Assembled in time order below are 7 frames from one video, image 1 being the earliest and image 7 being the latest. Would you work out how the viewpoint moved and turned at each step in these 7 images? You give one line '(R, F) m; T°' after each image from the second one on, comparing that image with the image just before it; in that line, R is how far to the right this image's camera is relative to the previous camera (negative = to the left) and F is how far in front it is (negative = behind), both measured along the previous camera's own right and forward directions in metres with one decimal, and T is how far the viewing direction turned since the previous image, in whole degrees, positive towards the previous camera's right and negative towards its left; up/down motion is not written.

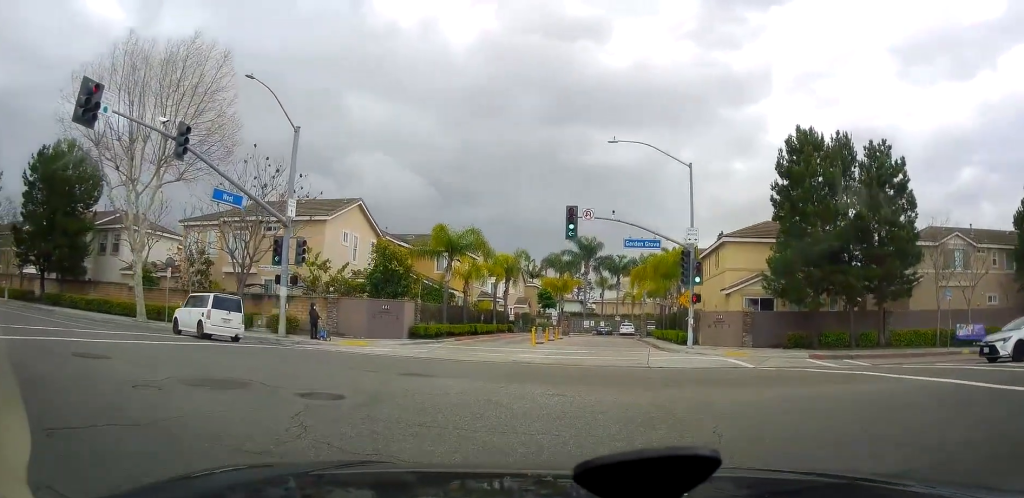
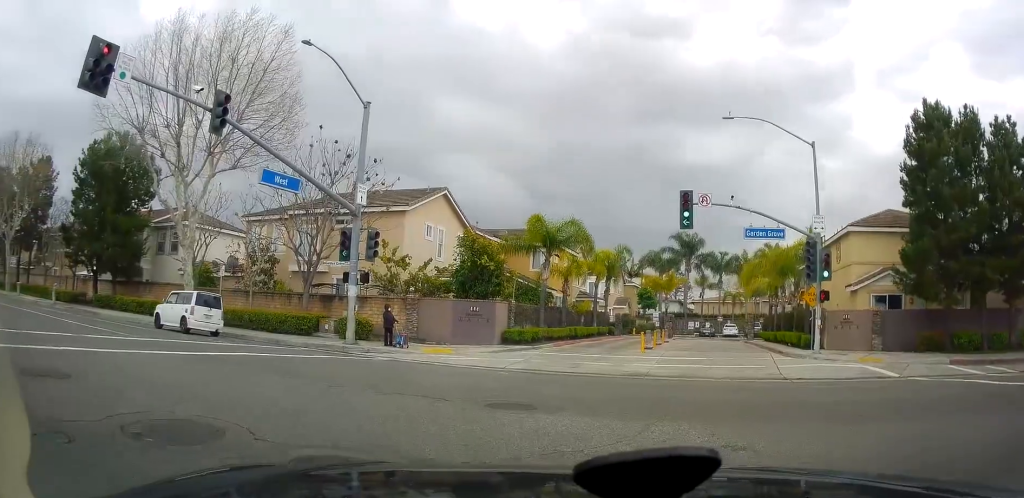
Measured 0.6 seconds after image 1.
(-0.2, +3.8) m; -9°
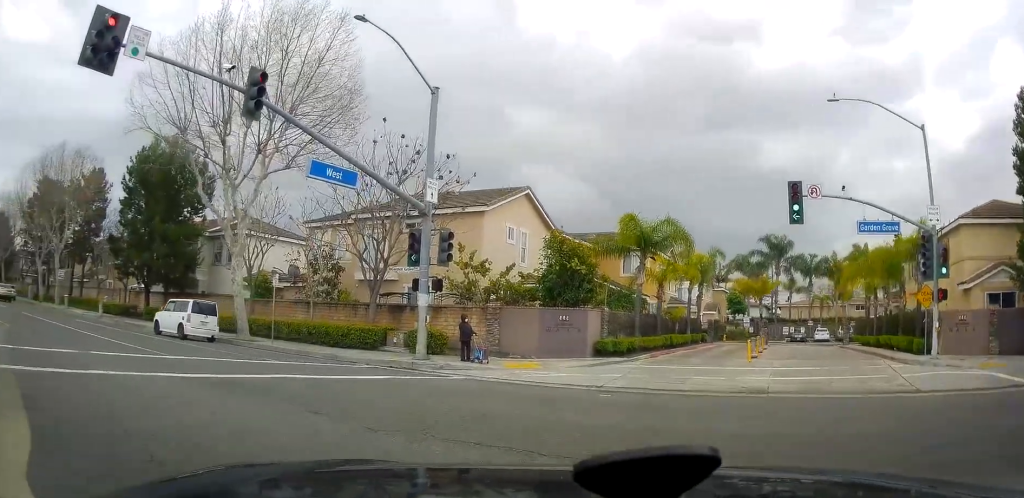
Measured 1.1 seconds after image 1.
(0.0, +2.9) m; -10°
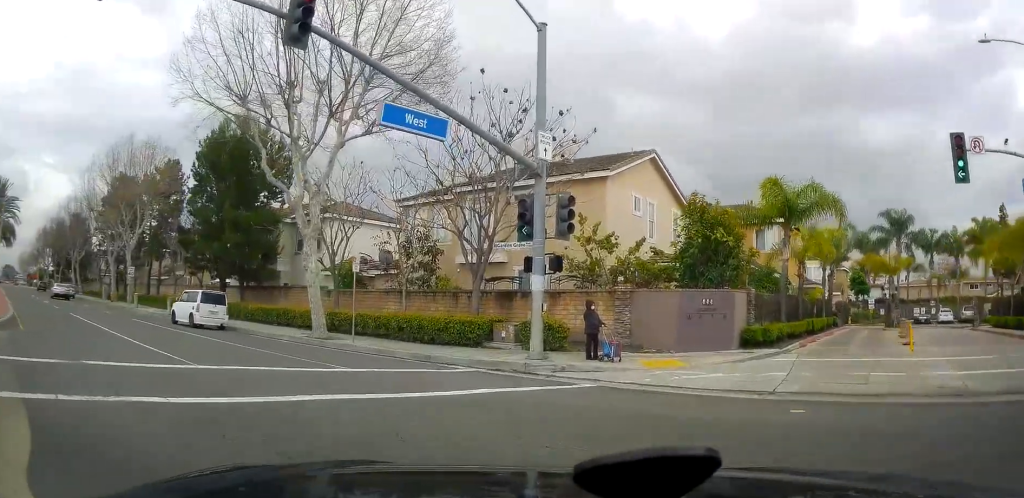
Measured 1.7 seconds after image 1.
(-0.6, +3.8) m; -10°
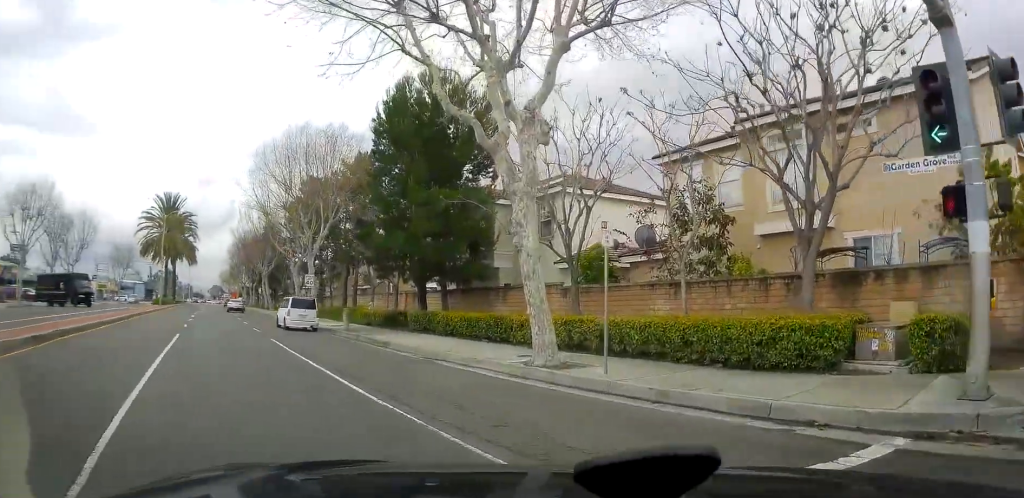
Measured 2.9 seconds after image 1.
(-1.3, +8.6) m; -24°
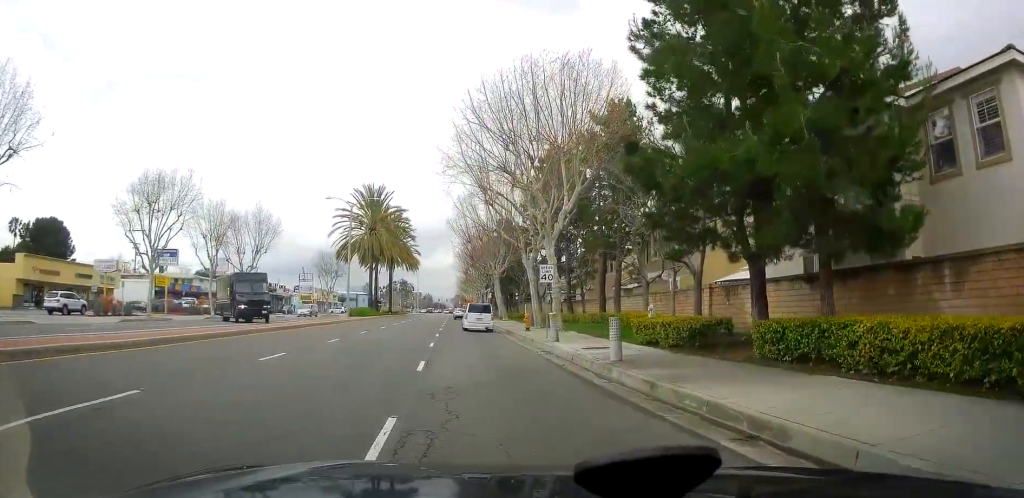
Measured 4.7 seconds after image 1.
(-4.9, +12.9) m; -28°
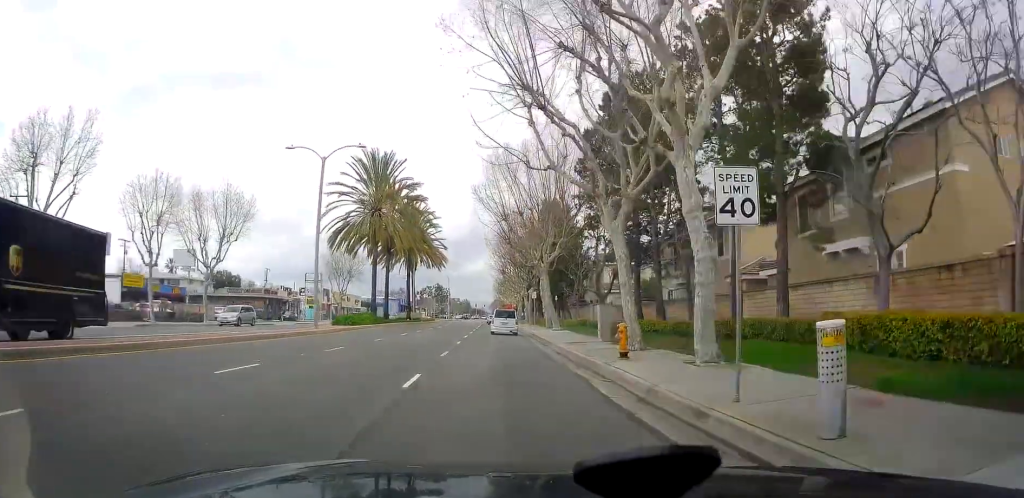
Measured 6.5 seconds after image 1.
(0.0, +16.7) m; 0°
